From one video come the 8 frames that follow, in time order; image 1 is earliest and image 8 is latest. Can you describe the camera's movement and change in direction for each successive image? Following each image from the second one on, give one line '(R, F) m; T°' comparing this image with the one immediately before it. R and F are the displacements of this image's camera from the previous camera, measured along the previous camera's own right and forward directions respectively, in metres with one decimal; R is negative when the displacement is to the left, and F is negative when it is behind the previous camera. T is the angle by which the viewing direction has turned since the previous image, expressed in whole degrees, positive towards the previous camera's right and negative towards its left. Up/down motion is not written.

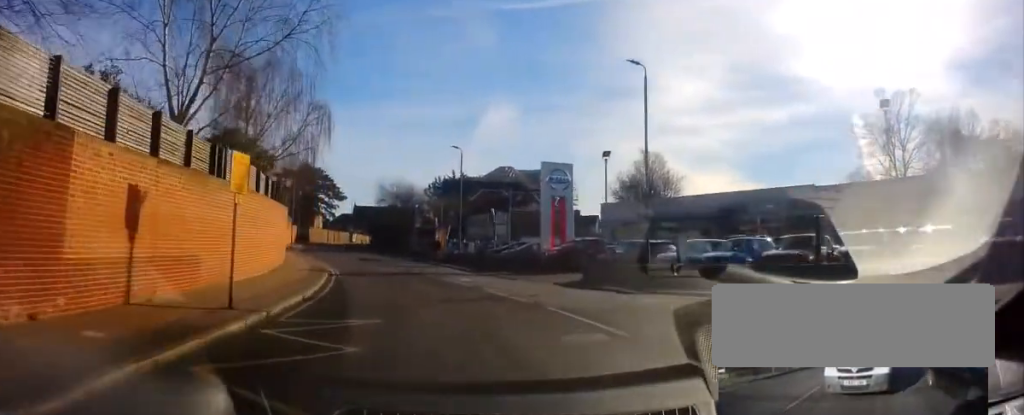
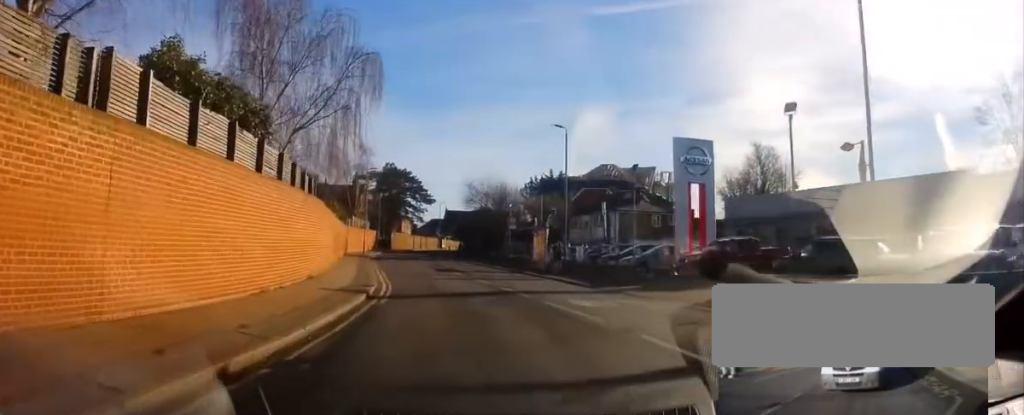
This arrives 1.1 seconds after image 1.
(-0.5, +9.4) m; -8°
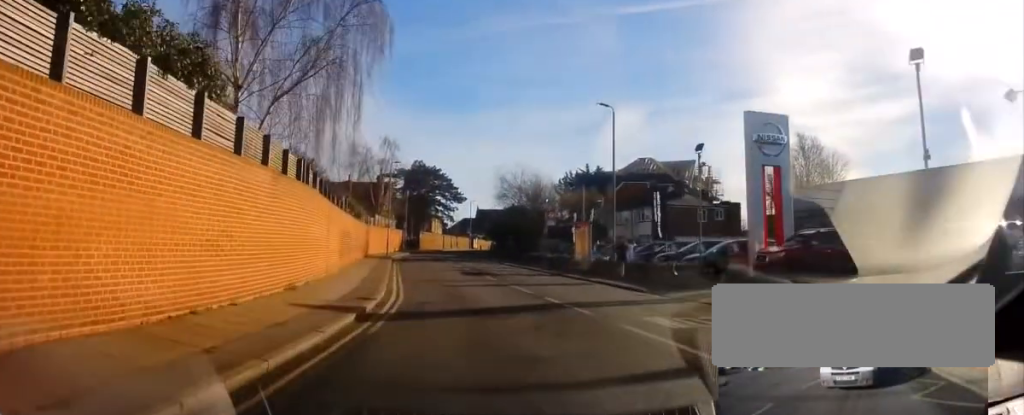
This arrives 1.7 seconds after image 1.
(-0.1, +4.6) m; -5°
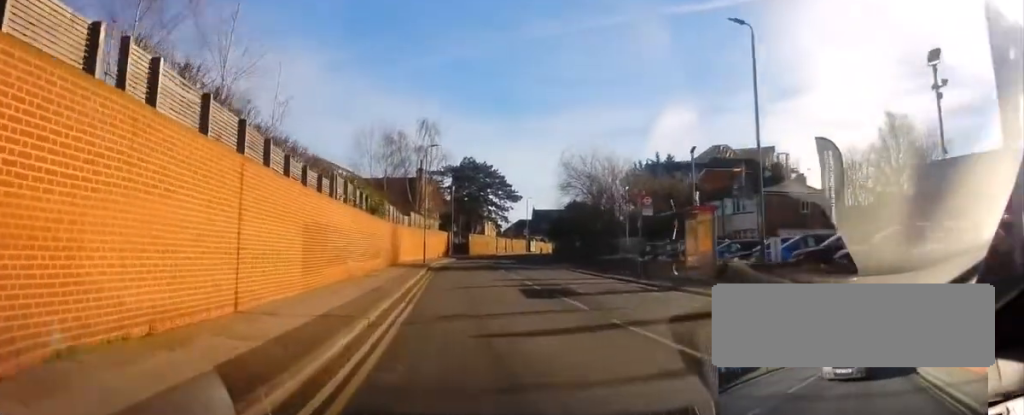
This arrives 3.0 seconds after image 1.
(-0.9, +10.9) m; -6°
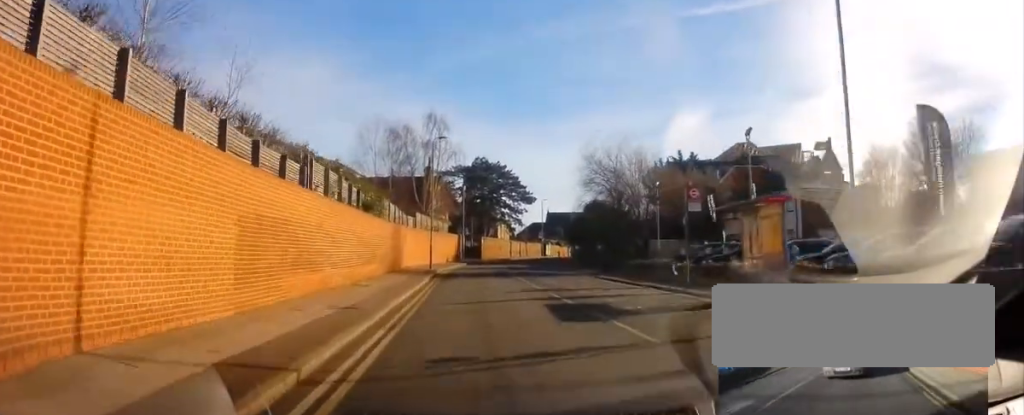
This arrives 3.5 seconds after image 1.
(0.0, +4.1) m; -1°
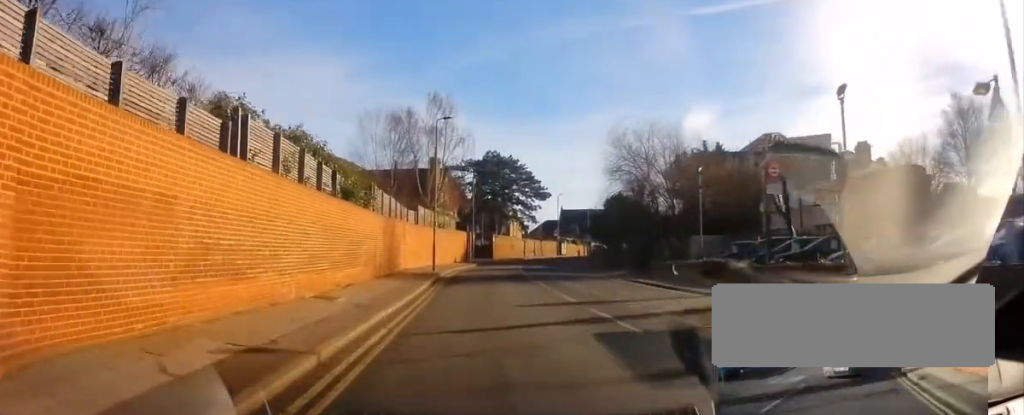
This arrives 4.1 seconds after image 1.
(-0.1, +5.3) m; -2°
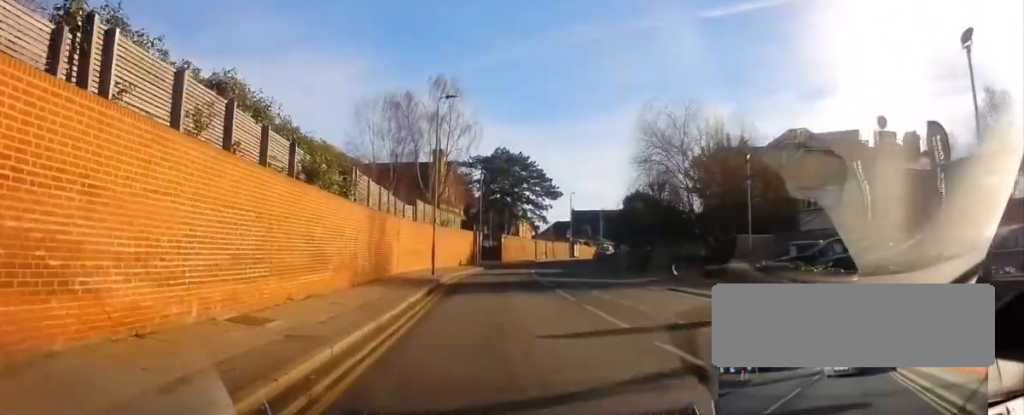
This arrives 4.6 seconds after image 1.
(0.0, +5.1) m; -3°
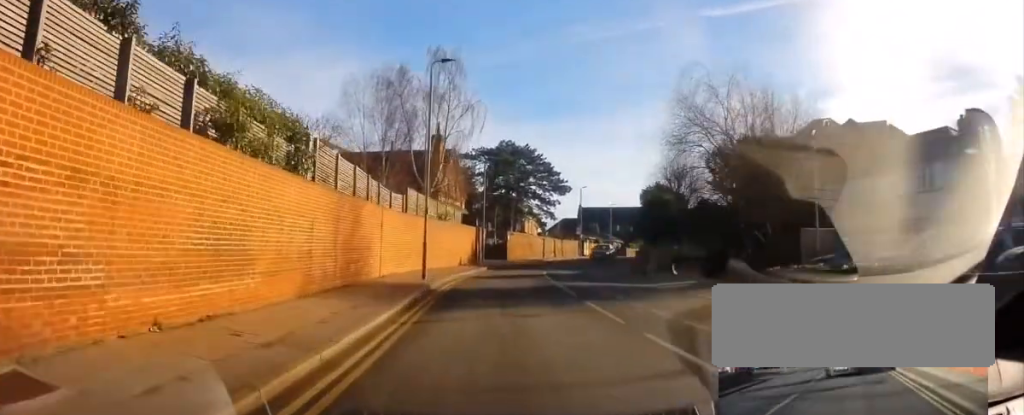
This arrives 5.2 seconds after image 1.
(-0.2, +5.1) m; 0°
